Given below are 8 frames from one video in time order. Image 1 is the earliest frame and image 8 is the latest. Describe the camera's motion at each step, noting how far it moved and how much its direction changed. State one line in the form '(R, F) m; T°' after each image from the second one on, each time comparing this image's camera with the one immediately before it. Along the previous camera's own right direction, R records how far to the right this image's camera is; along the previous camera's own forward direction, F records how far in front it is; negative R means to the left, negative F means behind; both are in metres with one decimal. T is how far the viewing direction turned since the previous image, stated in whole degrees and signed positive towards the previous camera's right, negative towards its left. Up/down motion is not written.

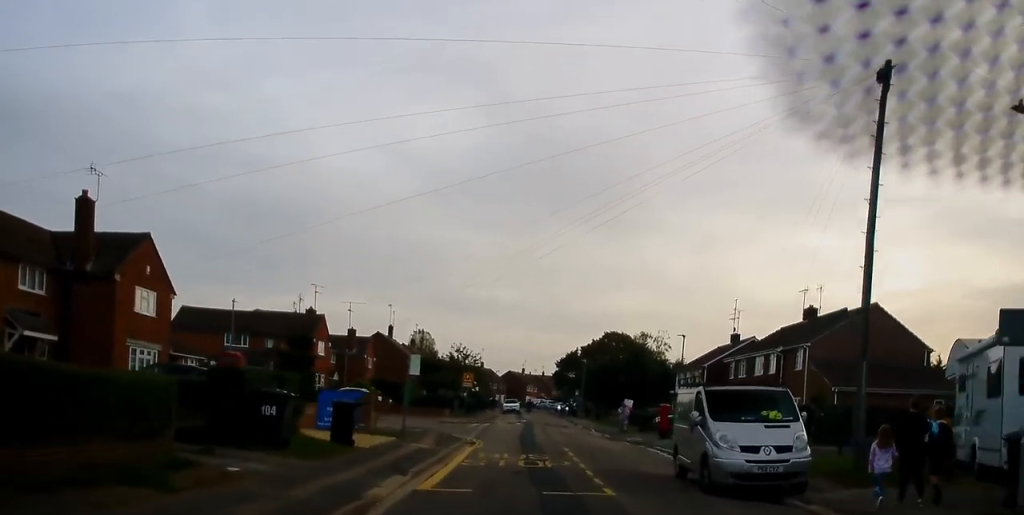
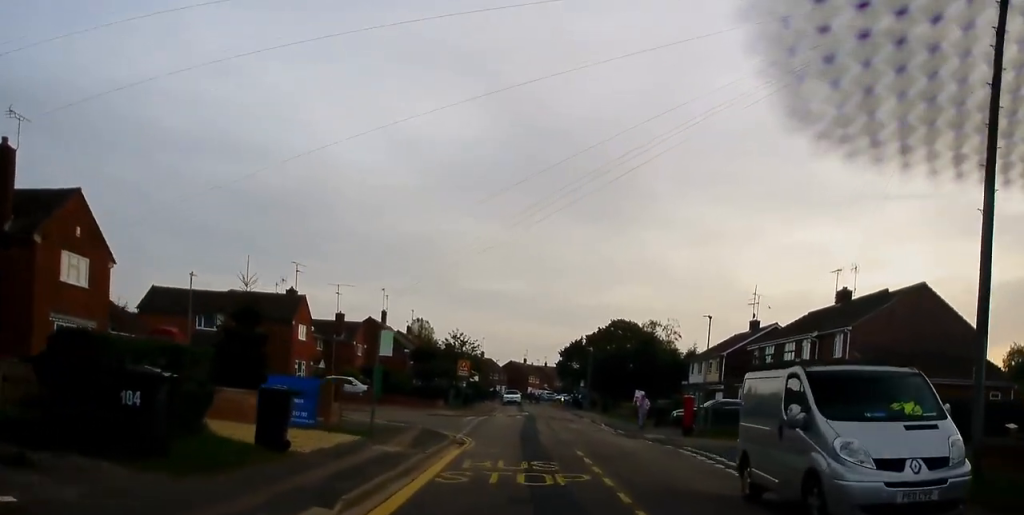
(0.0, +5.2) m; 0°
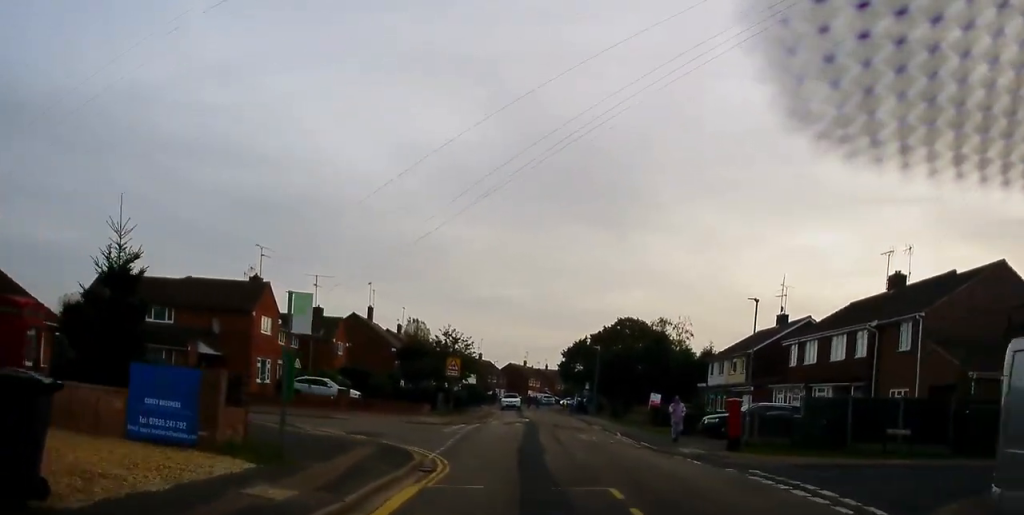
(0.0, +7.1) m; +2°
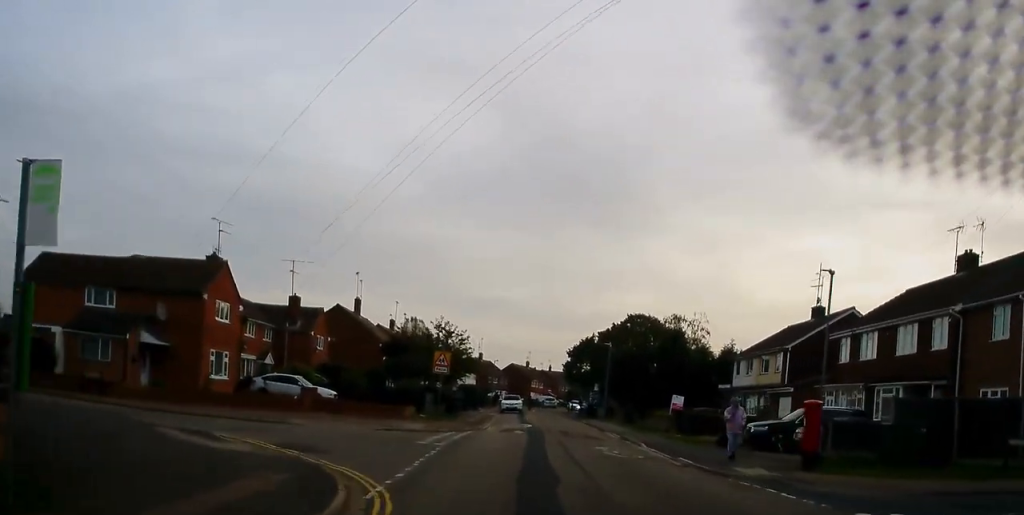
(+0.2, +6.9) m; +3°
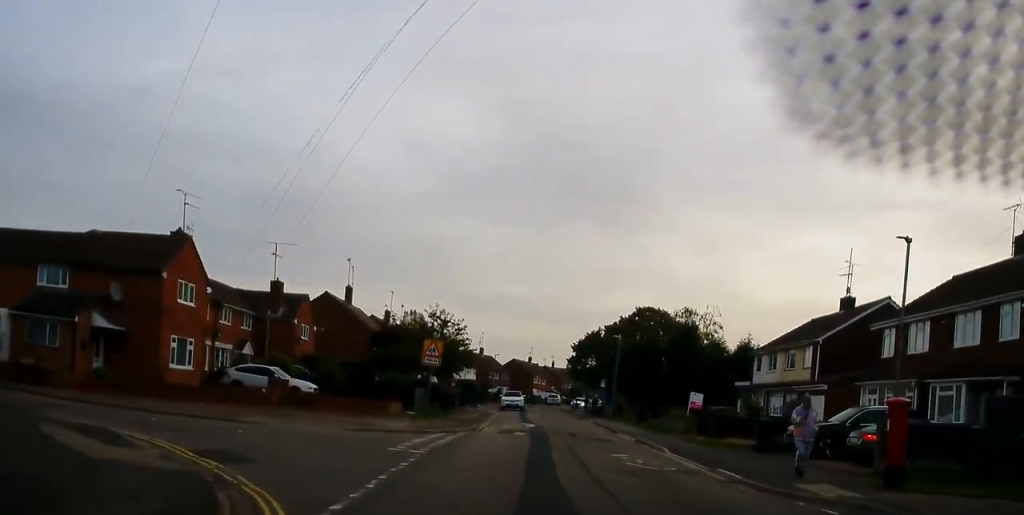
(+0.2, +4.5) m; -1°
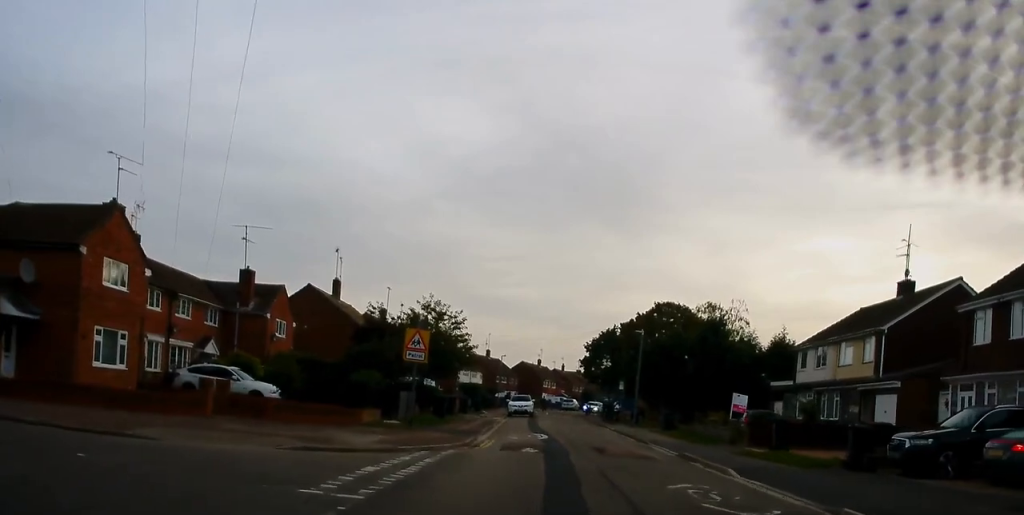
(-0.4, +6.8) m; -6°
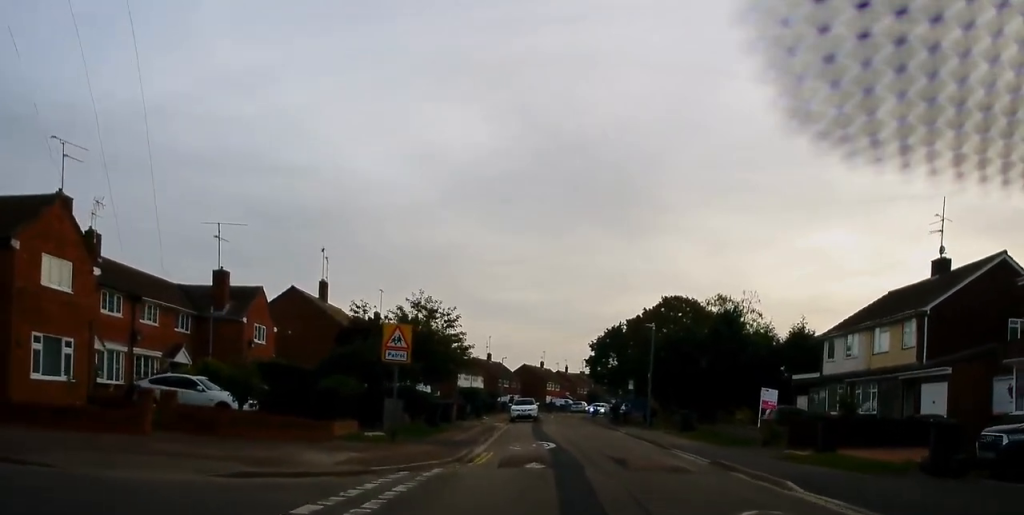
(-0.1, +3.8) m; -1°
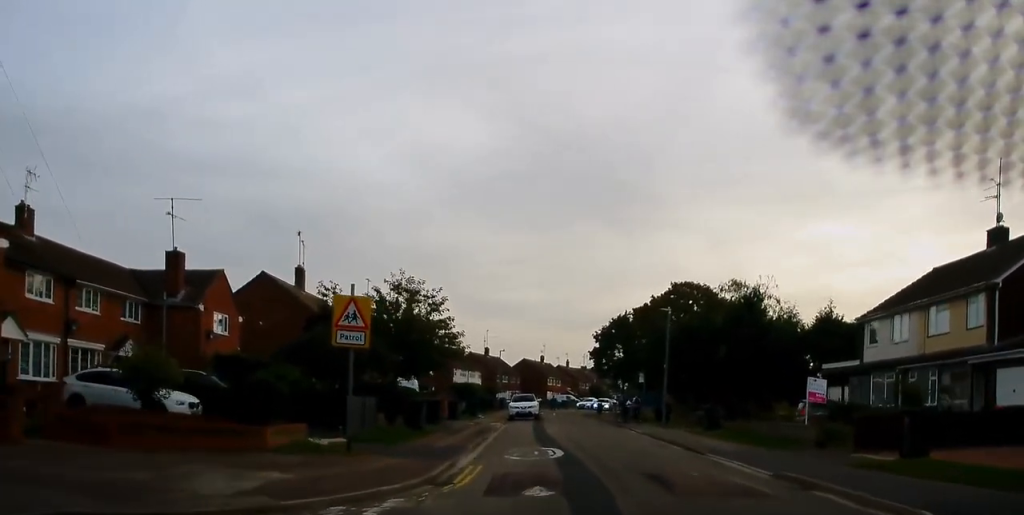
(-0.1, +5.4) m; +1°
